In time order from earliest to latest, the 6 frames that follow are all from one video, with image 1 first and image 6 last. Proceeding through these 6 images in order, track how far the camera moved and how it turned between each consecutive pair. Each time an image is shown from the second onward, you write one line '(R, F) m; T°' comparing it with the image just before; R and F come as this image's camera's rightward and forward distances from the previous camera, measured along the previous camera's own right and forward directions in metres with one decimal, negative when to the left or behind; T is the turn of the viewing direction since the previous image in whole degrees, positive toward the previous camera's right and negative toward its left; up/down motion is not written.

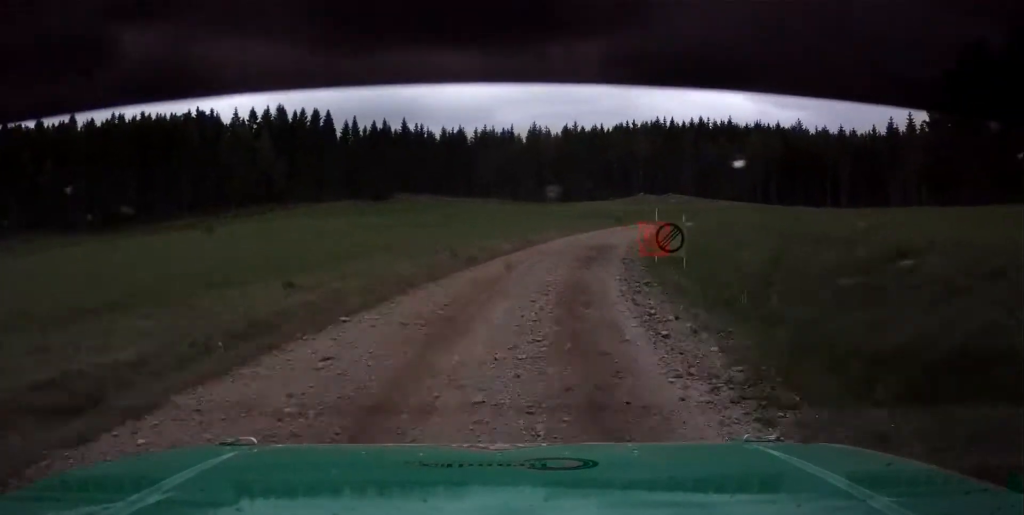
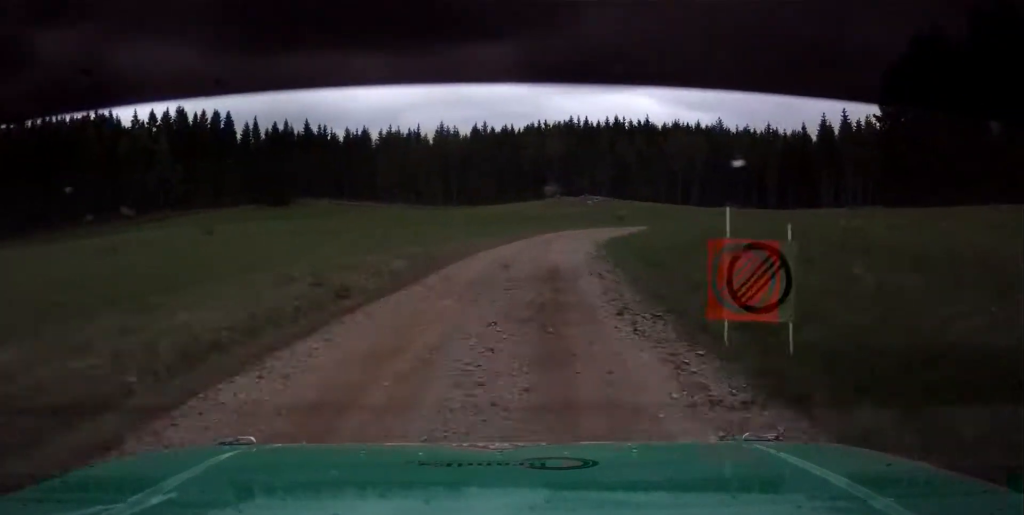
(+0.5, +10.9) m; +6°
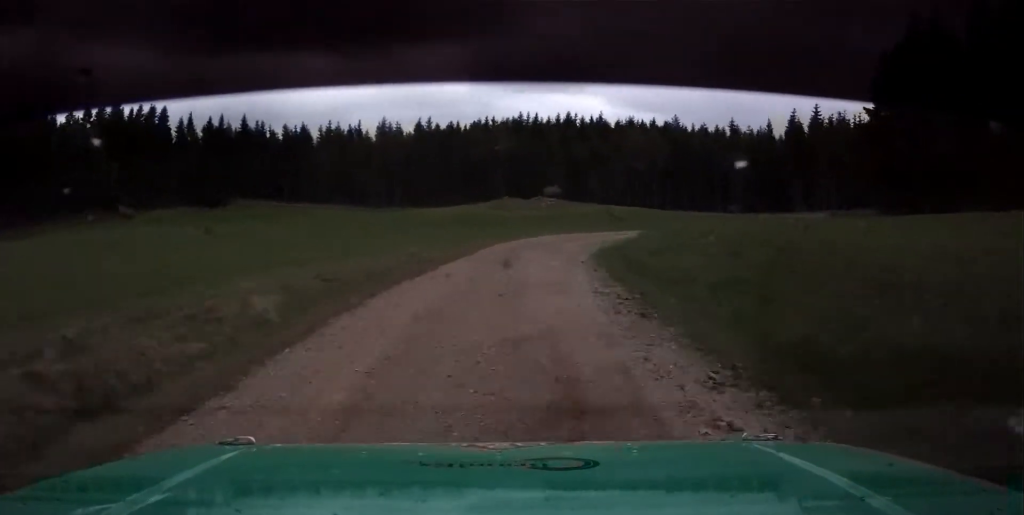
(+0.4, +11.1) m; +4°
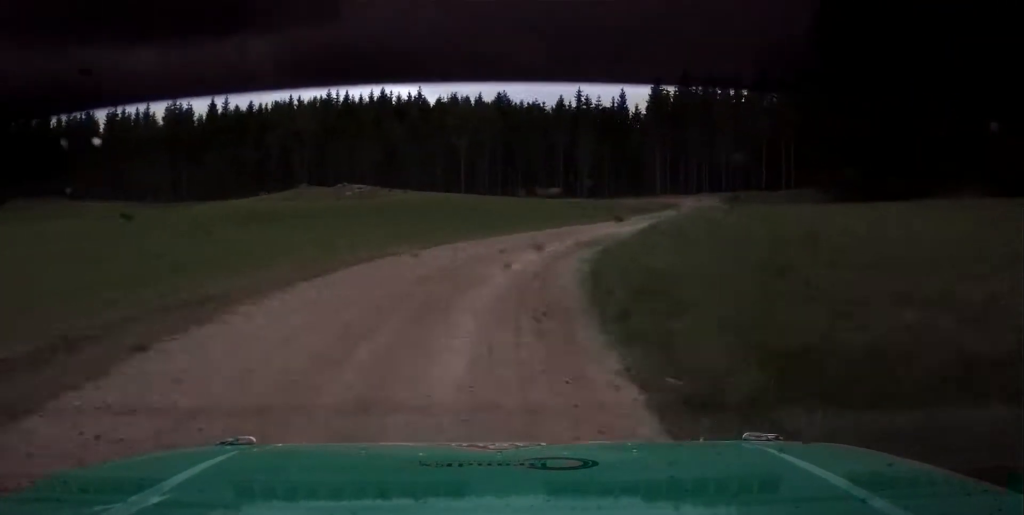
(+2.1, +26.0) m; +12°
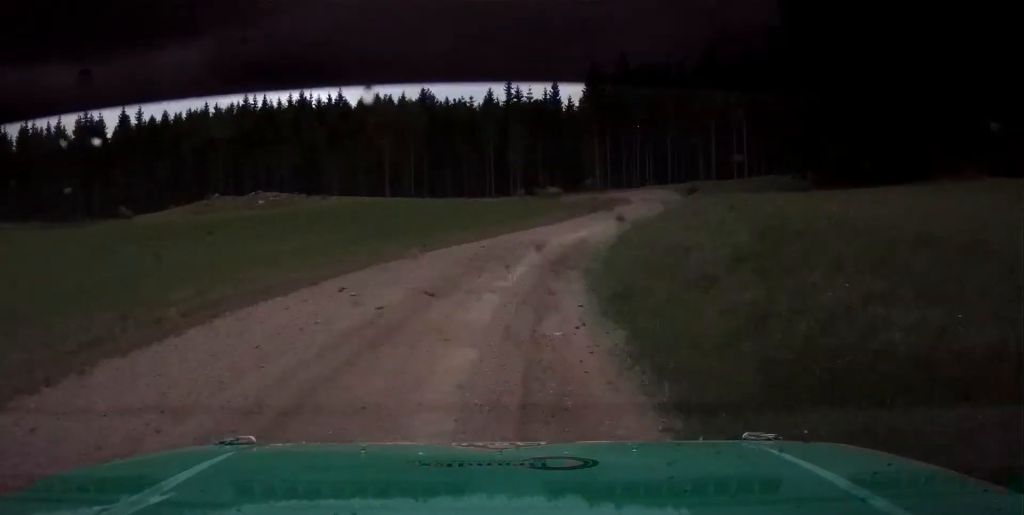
(+0.8, +10.1) m; +6°
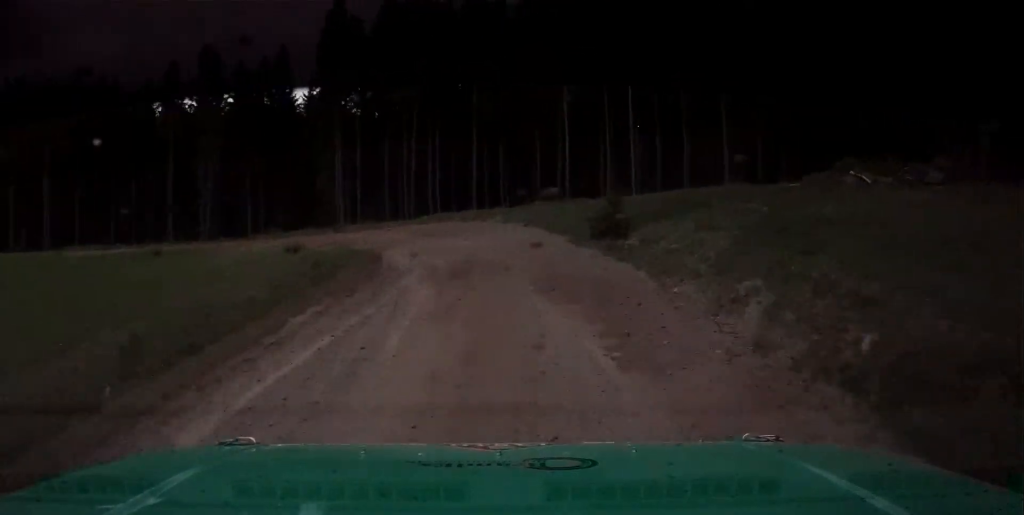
(+8.3, +51.4) m; +10°
